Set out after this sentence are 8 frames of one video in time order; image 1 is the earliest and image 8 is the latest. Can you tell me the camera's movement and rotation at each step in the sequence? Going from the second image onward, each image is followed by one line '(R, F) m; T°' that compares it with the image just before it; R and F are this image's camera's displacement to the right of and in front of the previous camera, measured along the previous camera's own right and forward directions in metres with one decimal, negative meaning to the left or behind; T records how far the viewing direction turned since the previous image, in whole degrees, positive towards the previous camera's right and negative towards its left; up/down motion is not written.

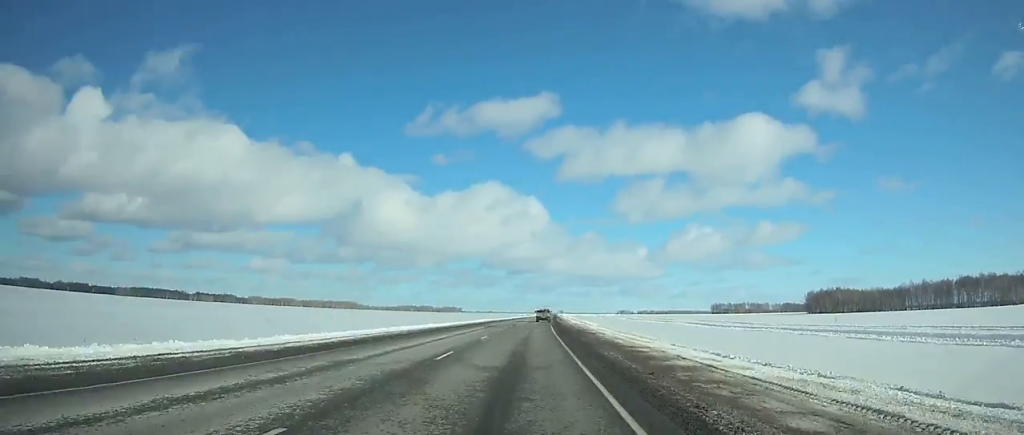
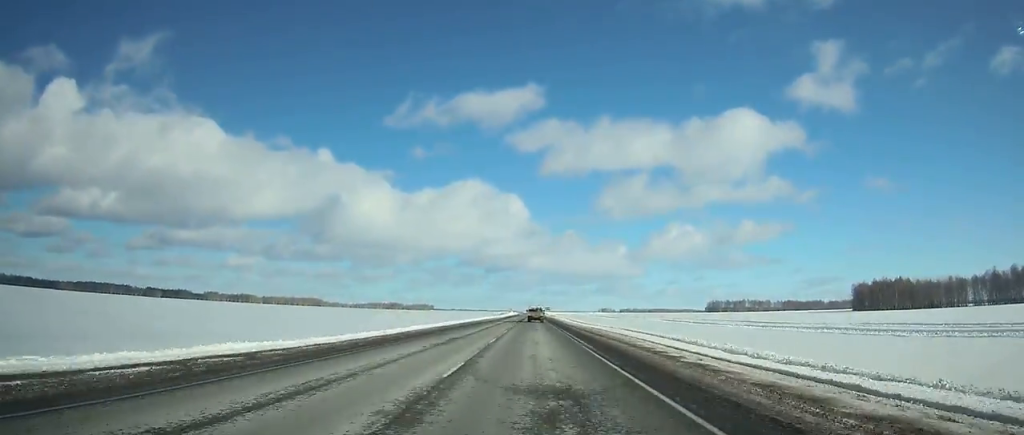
(+2.0, +110.7) m; +2°
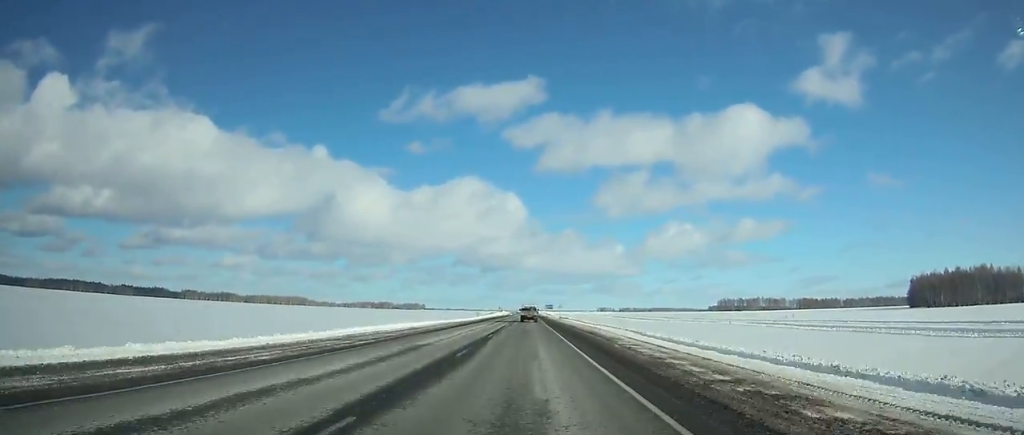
(+0.6, +79.3) m; 0°
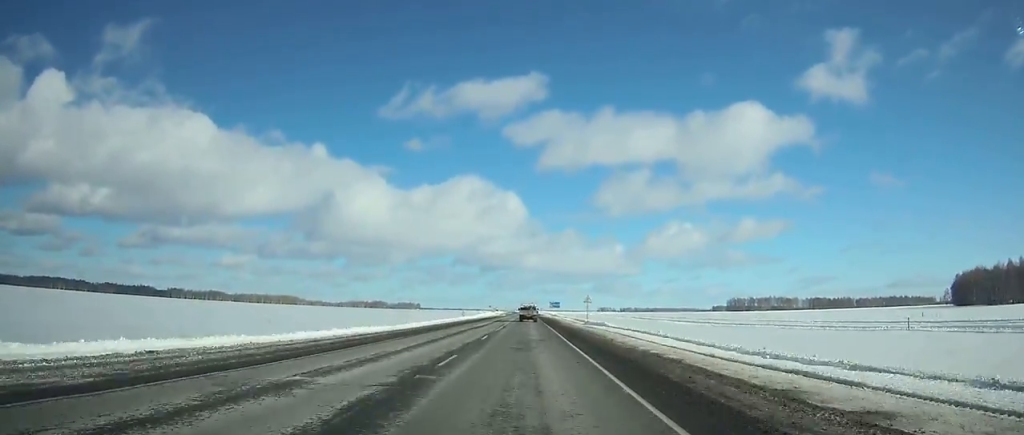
(0.0, +50.7) m; 0°
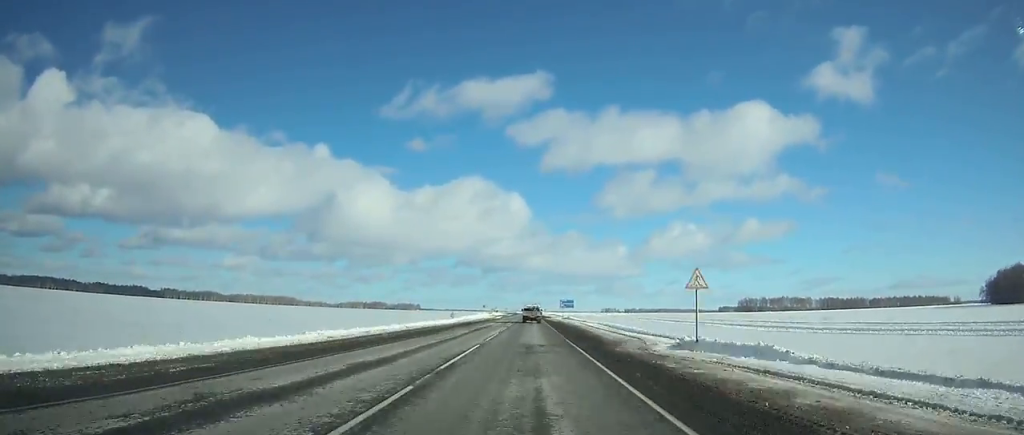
(-0.1, +36.3) m; 0°
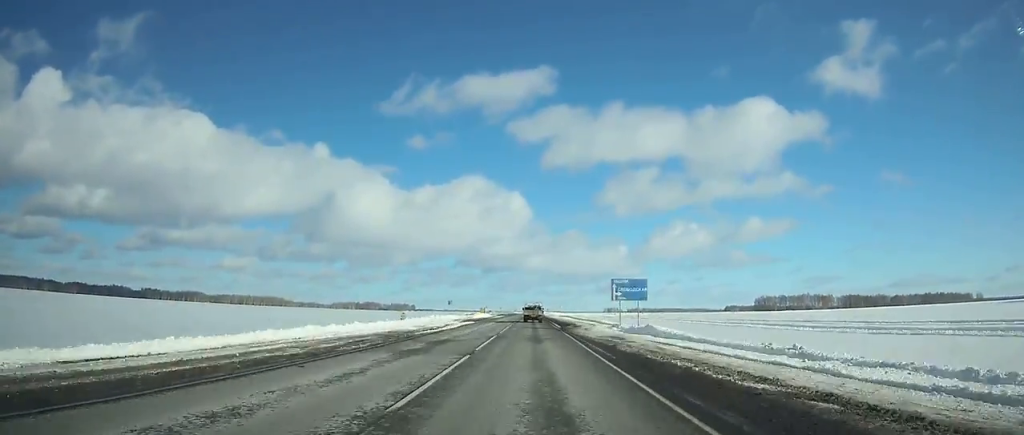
(-0.1, +66.6) m; 0°
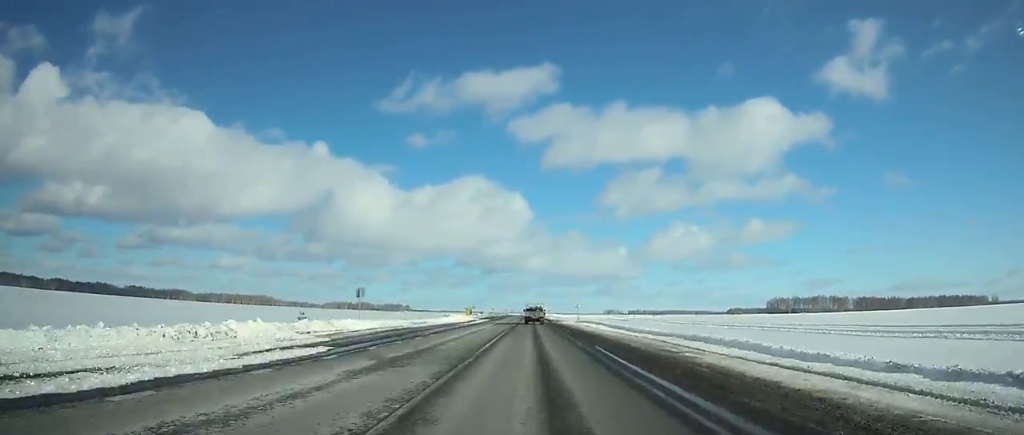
(+0.1, +46.6) m; 0°
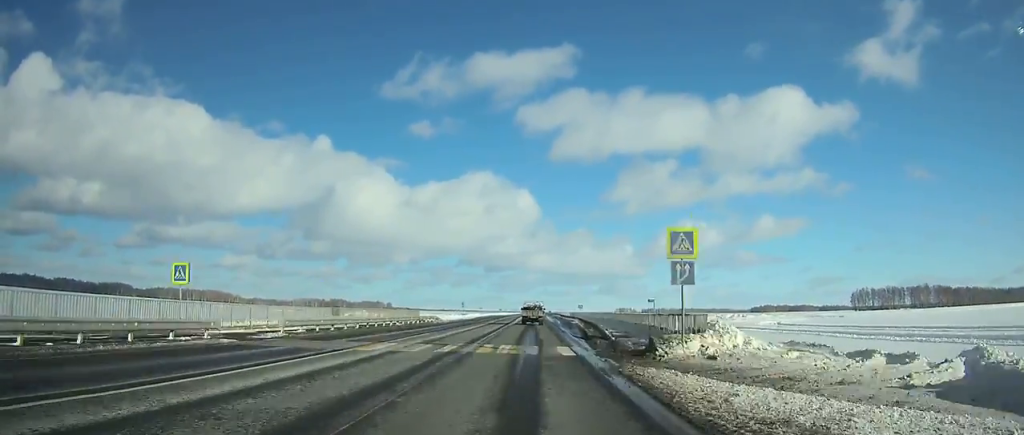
(+0.9, +199.8) m; 0°
